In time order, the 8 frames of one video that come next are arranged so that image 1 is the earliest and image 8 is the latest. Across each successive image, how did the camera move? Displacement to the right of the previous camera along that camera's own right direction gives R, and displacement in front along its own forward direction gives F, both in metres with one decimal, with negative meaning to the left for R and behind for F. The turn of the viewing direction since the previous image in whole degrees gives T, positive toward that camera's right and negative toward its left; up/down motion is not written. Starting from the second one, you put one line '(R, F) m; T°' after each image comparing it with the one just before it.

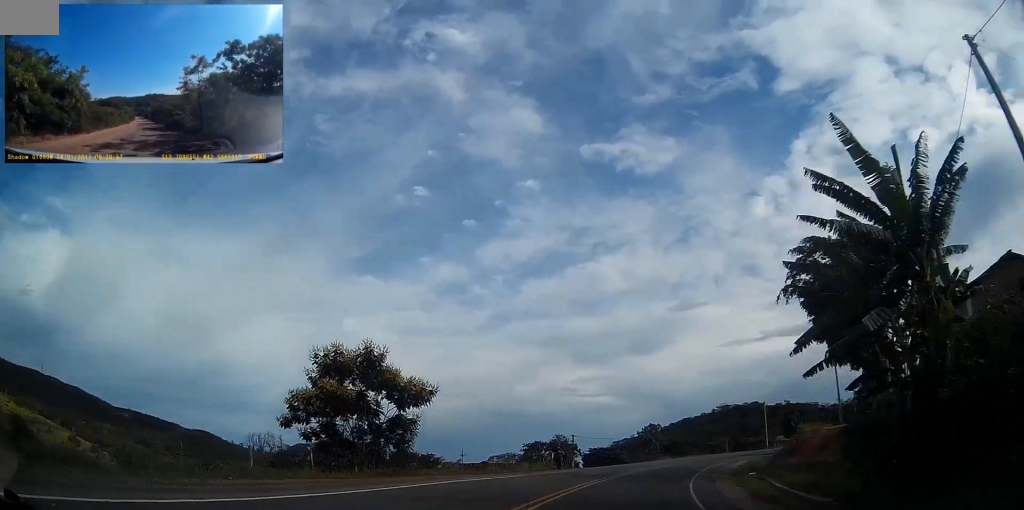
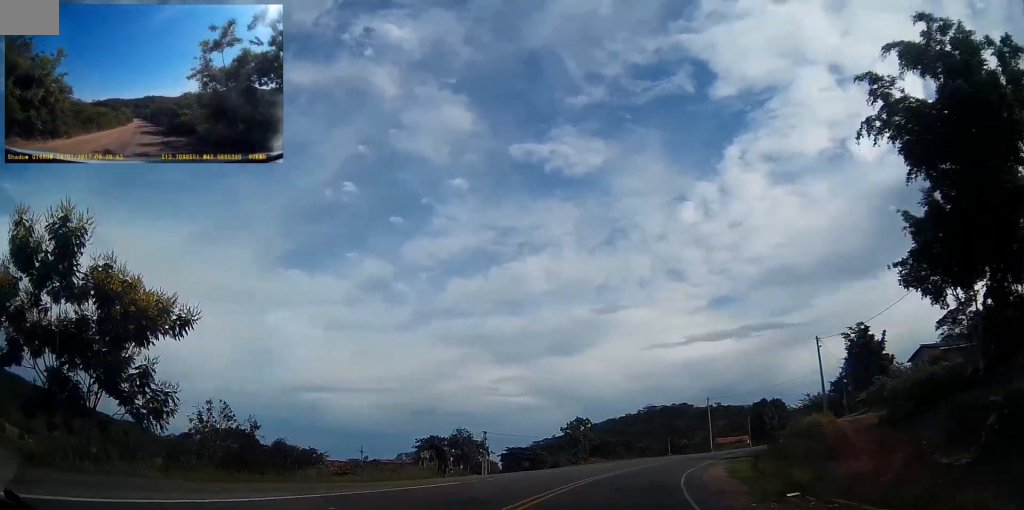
(+0.4, +16.3) m; +5°
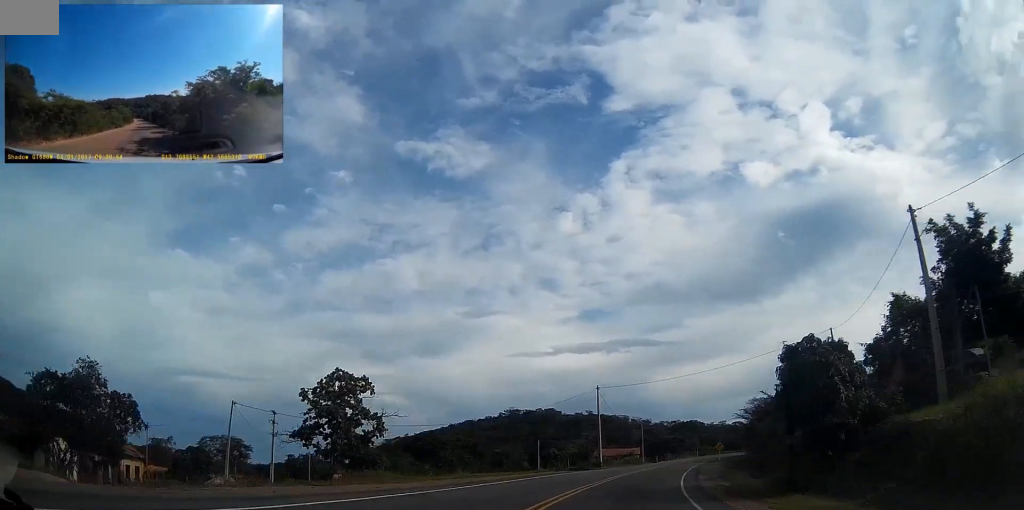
(+4.1, +34.6) m; +14°
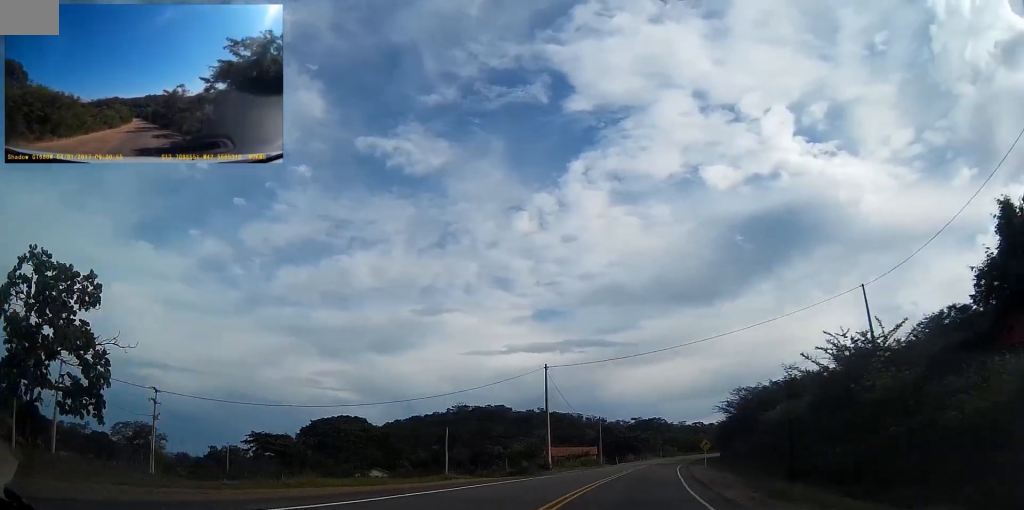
(+1.1, +15.2) m; +7°
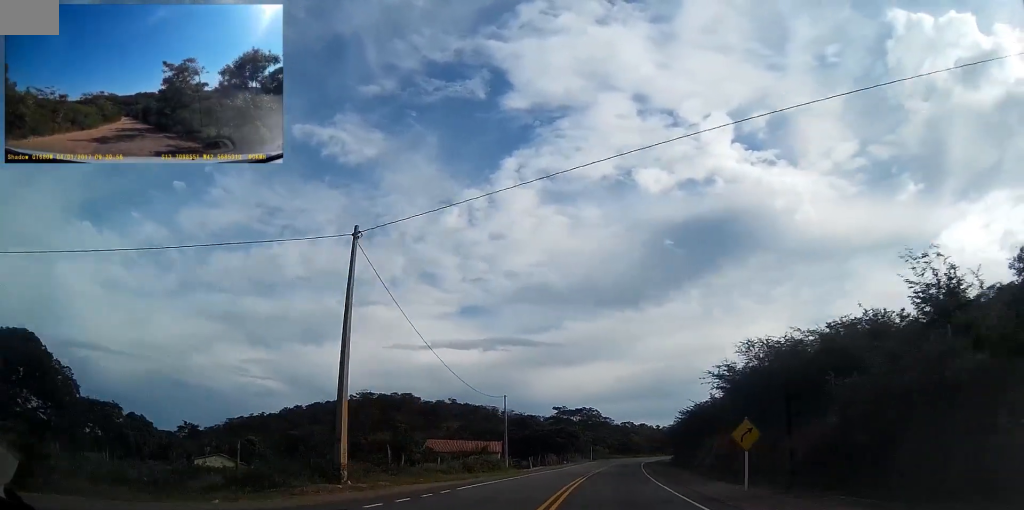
(+3.0, +29.8) m; +10°
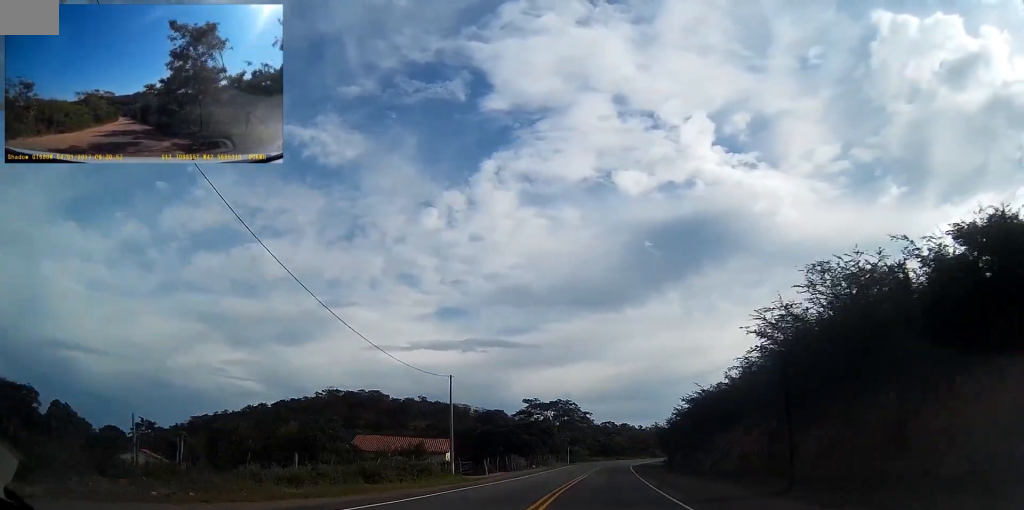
(+0.8, +15.9) m; +3°
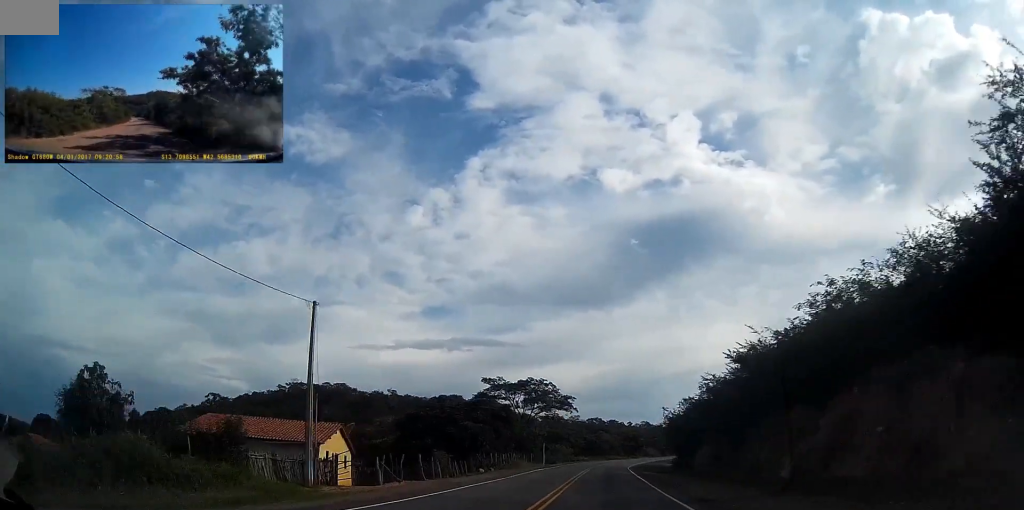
(+0.7, +22.0) m; +3°
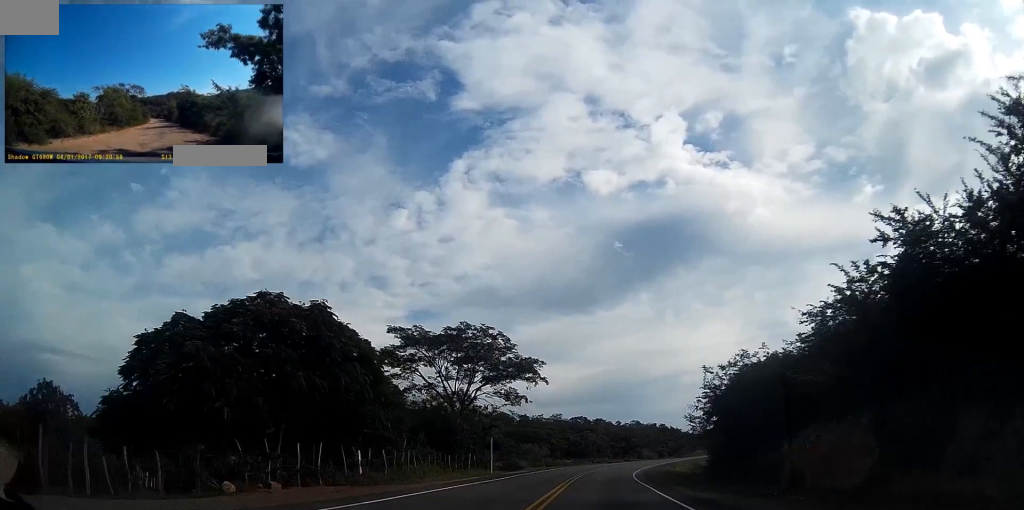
(+0.5, +26.1) m; +2°
